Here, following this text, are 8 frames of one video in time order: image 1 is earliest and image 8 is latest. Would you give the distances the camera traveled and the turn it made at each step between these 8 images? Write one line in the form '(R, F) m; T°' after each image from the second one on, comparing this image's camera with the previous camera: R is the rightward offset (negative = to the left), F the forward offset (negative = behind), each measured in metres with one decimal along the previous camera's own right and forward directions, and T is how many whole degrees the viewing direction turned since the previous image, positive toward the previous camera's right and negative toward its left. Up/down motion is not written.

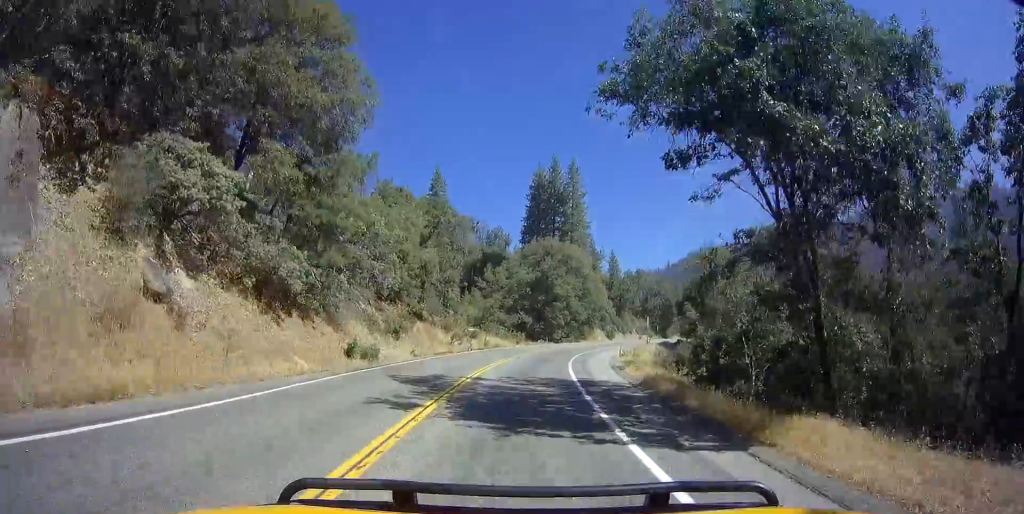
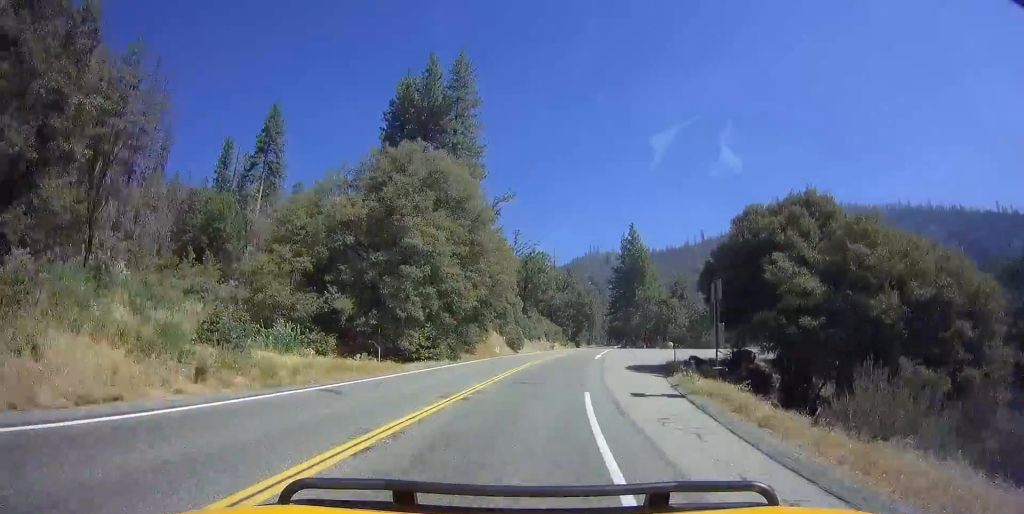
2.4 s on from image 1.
(+5.0, +47.4) m; +4°
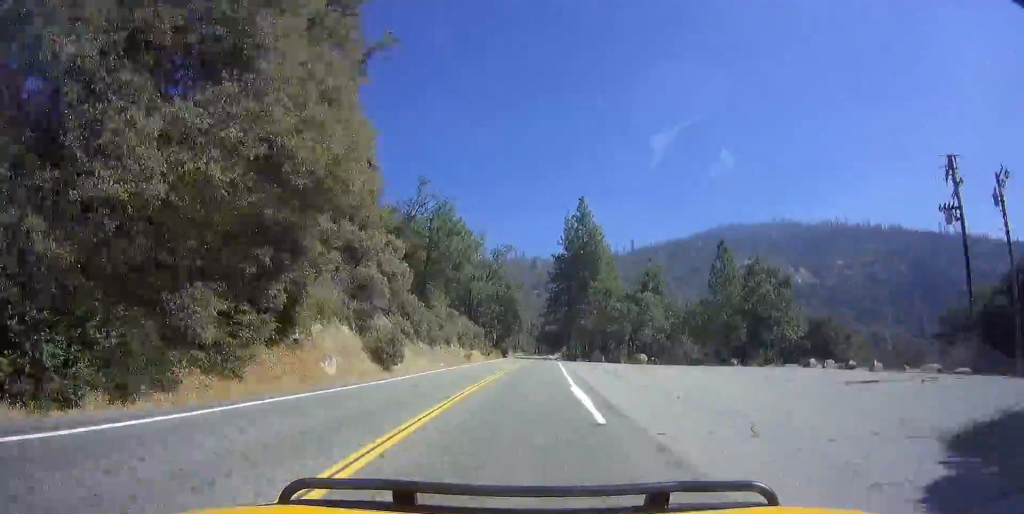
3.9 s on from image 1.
(+0.5, +29.0) m; +2°
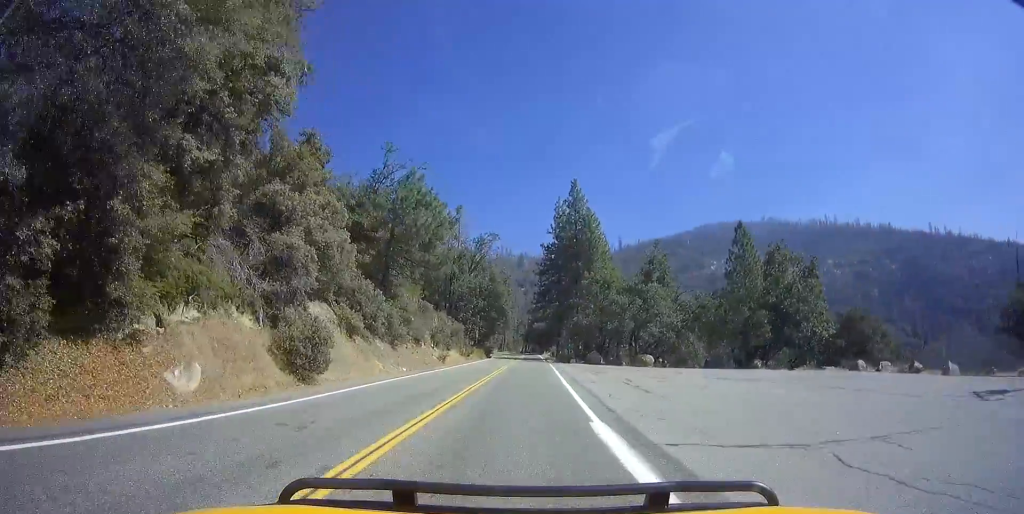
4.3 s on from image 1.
(0.0, +9.1) m; 0°
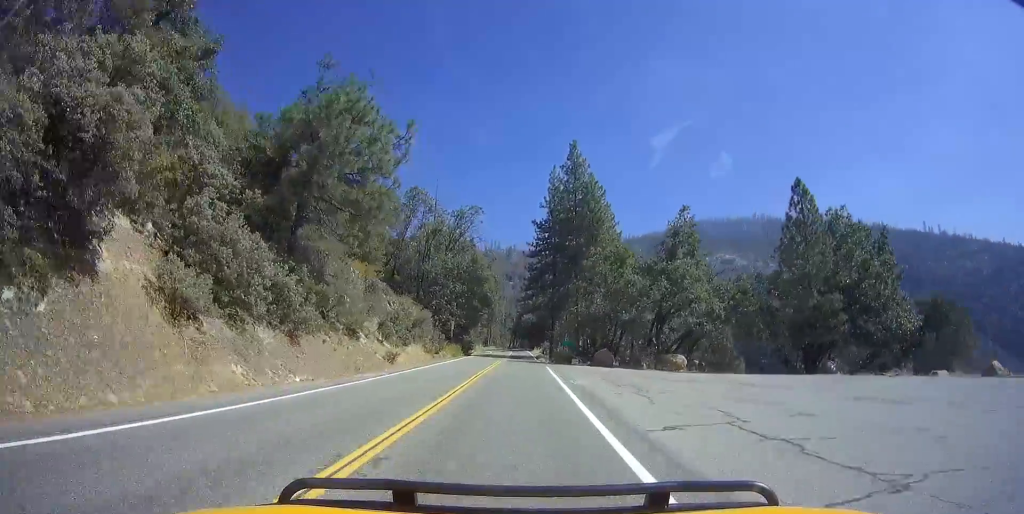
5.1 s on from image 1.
(0.0, +14.4) m; 0°
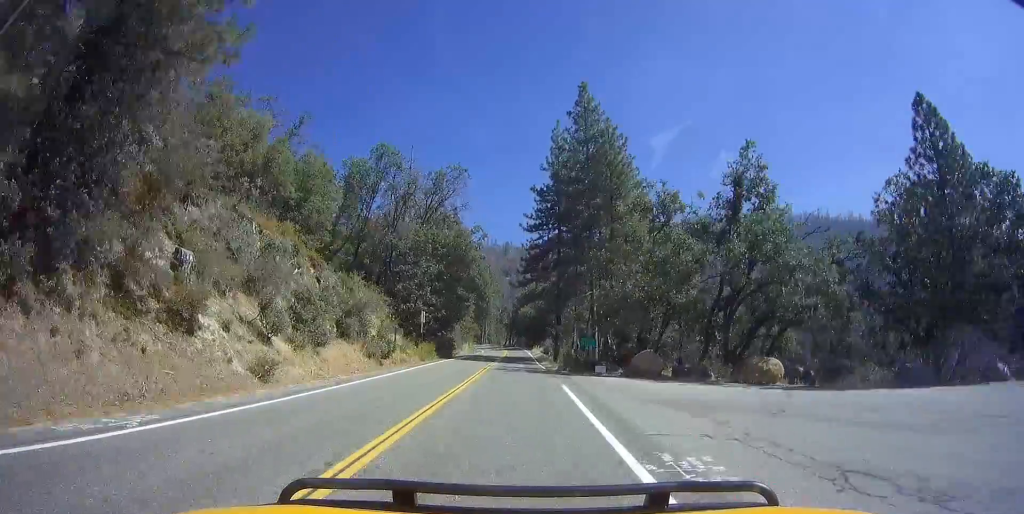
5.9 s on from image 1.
(0.0, +15.7) m; 0°
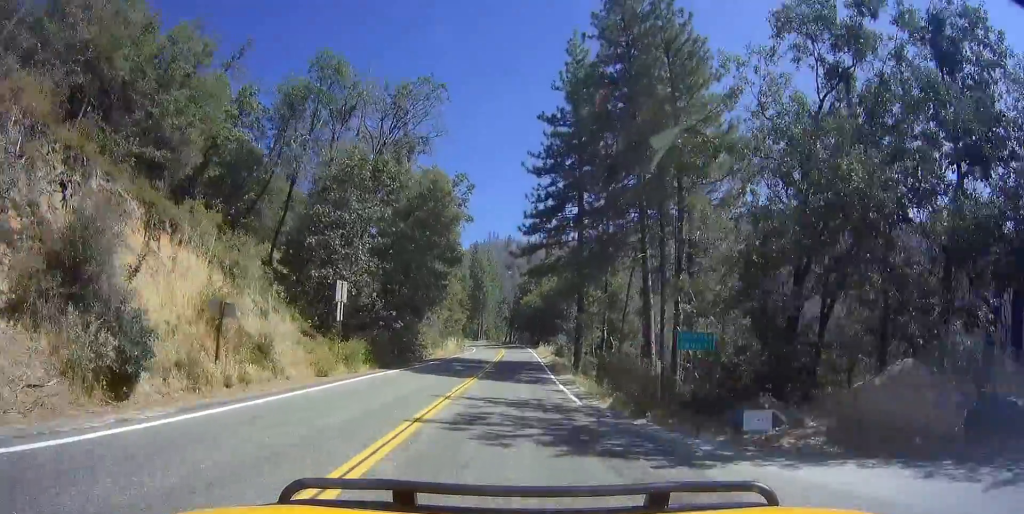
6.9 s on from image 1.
(0.0, +19.5) m; 0°
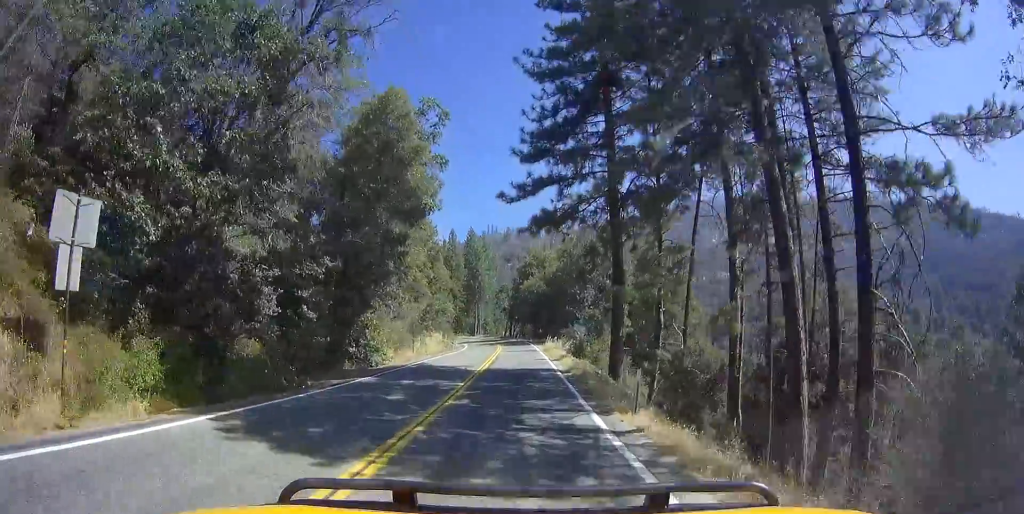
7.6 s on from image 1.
(+0.3, +14.8) m; -1°
